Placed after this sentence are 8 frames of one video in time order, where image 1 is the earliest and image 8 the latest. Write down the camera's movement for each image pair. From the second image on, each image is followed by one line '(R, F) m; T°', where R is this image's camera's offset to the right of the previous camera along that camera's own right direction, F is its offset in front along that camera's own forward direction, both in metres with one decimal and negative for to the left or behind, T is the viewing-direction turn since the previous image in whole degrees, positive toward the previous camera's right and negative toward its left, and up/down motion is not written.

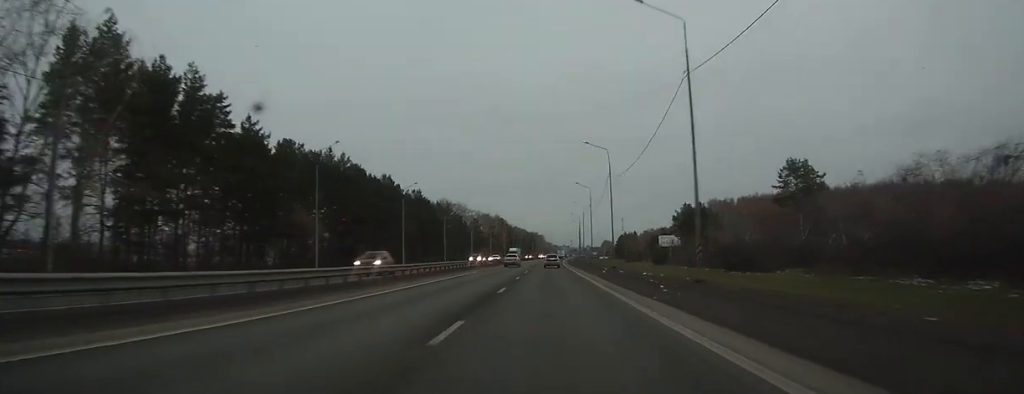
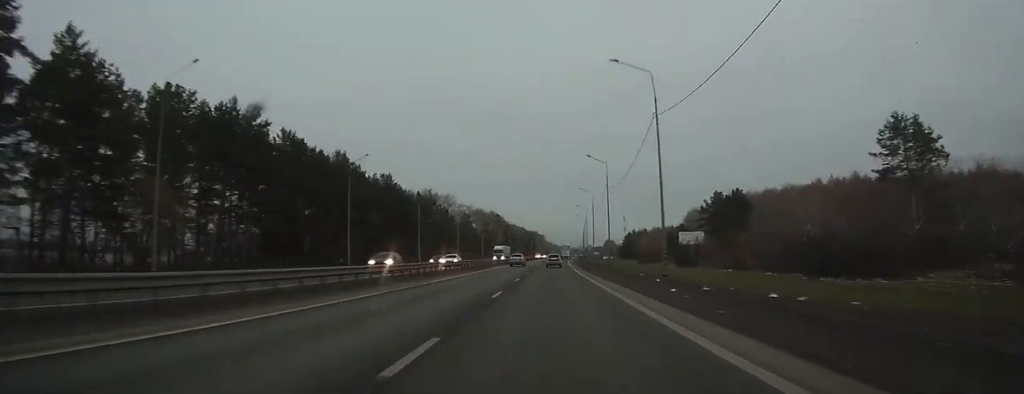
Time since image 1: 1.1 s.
(-0.1, +26.6) m; 0°
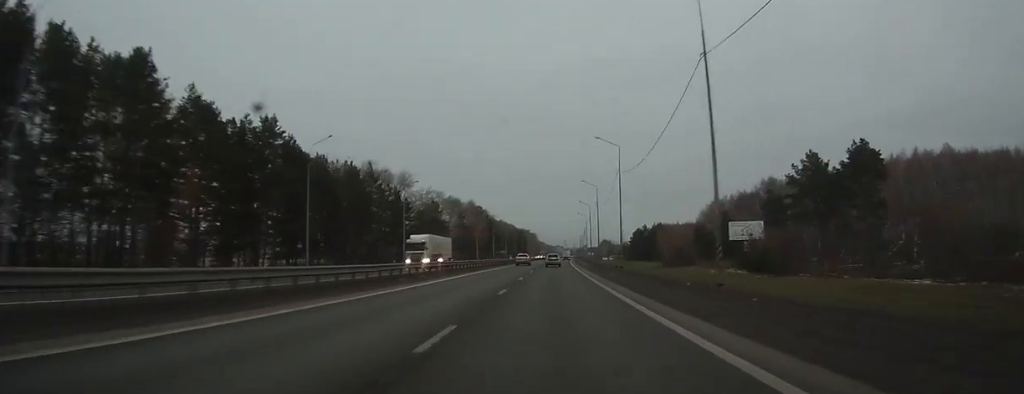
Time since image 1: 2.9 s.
(-0.1, +46.6) m; 0°
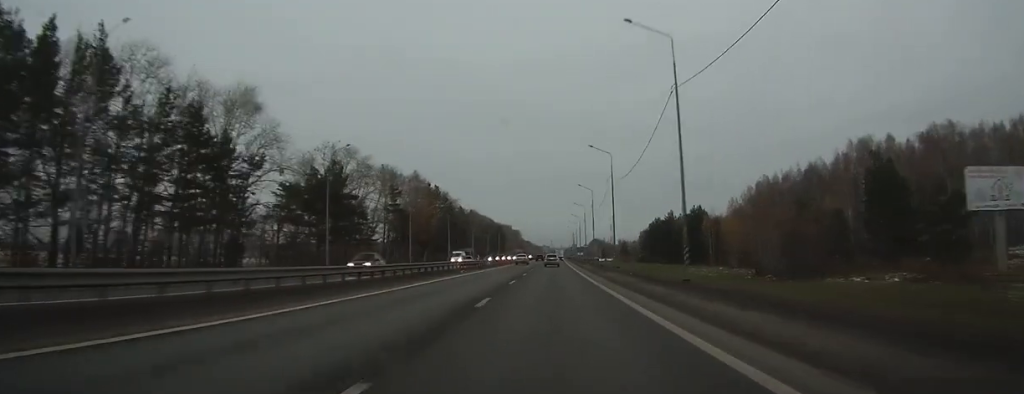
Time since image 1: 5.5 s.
(+0.6, +65.1) m; +1°
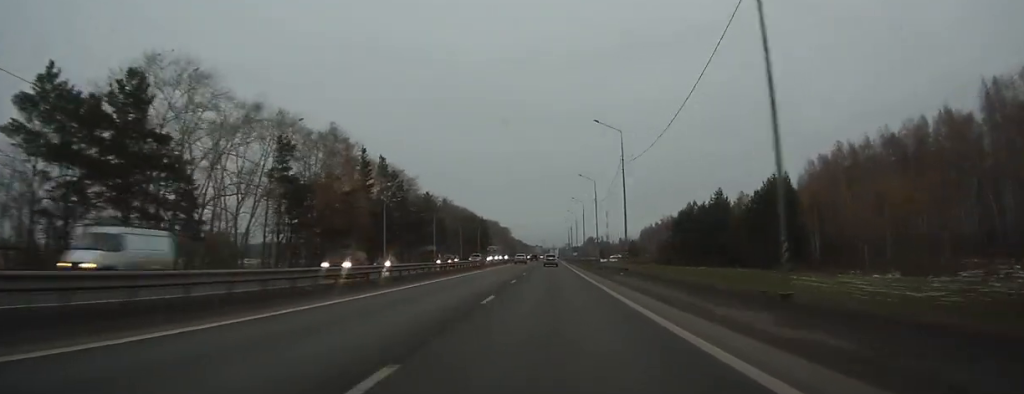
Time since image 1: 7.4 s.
(+0.4, +47.0) m; +1°
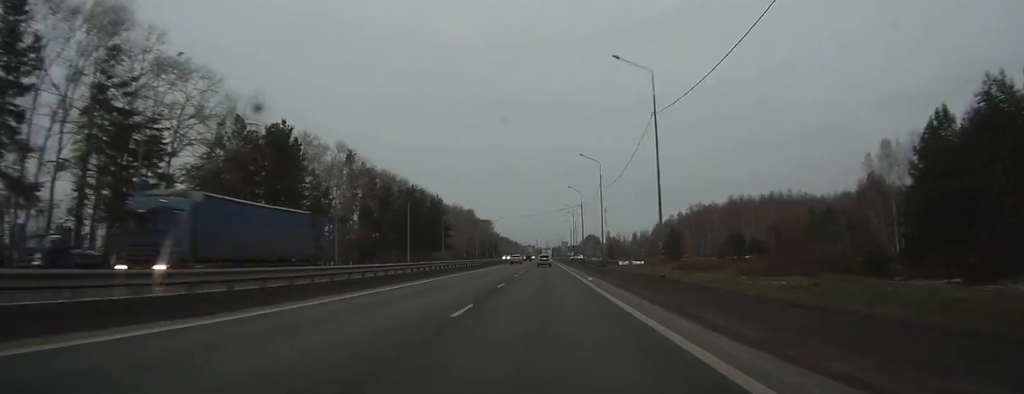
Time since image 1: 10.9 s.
(+0.6, +87.6) m; +1°
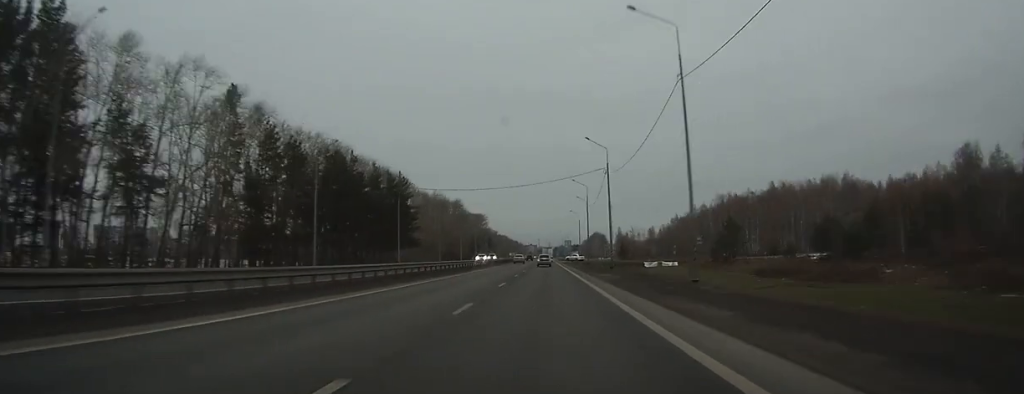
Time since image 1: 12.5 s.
(+0.1, +42.1) m; 0°
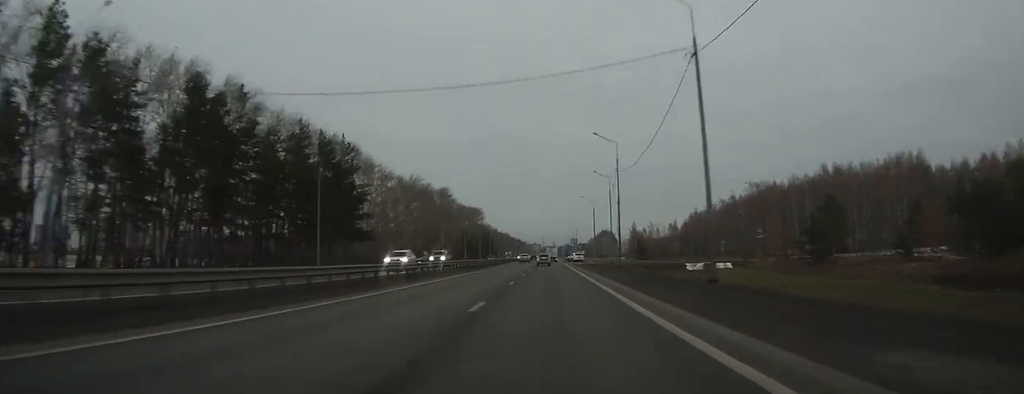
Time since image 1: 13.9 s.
(0.0, +35.2) m; 0°
